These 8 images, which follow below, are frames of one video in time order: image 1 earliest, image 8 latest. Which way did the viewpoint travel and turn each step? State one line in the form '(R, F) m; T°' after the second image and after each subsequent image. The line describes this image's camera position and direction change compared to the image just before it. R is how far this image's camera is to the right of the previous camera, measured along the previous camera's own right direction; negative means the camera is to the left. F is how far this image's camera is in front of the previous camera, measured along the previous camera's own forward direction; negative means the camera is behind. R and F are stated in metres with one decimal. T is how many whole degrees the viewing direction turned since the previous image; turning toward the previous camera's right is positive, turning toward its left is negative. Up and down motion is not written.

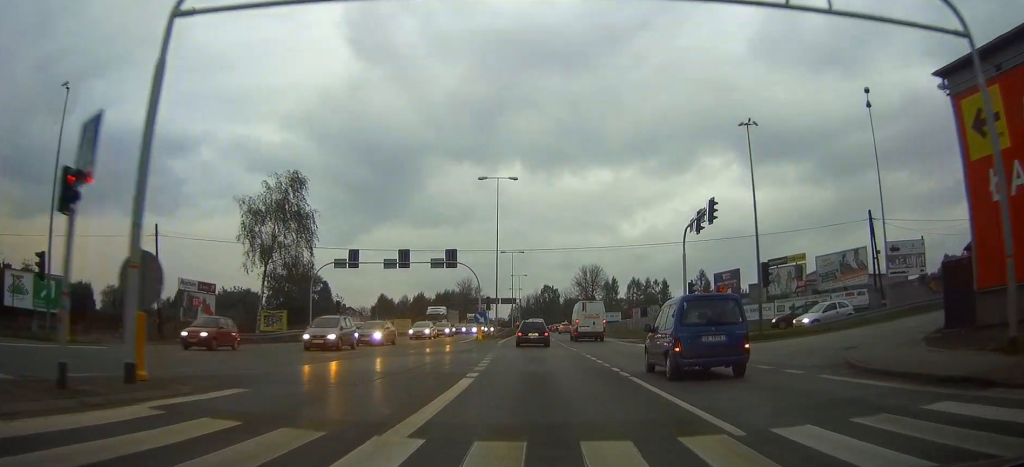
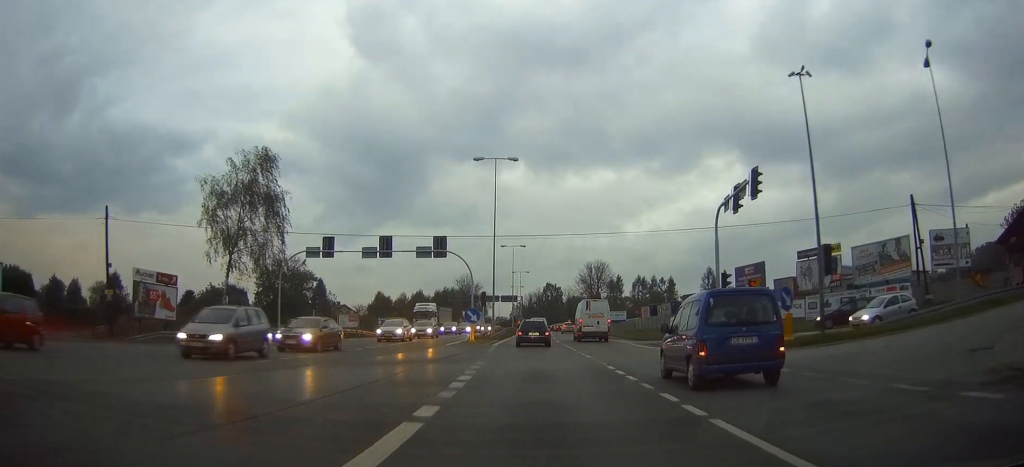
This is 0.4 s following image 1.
(0.0, +7.2) m; 0°
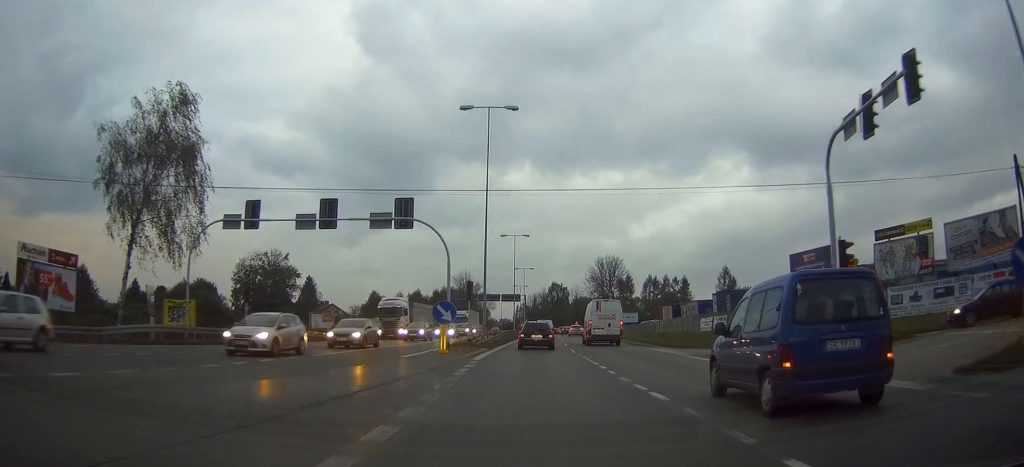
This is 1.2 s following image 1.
(-0.1, +13.6) m; 0°
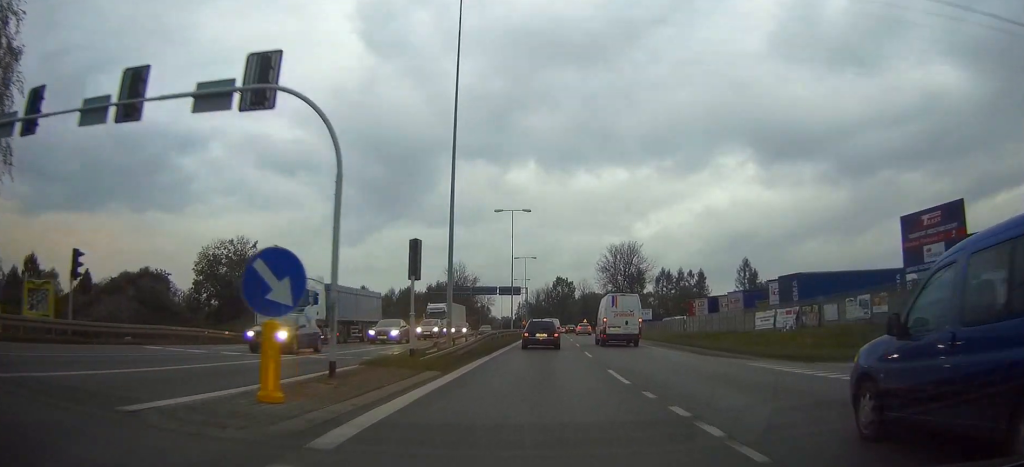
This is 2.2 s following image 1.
(-0.1, +17.0) m; 0°
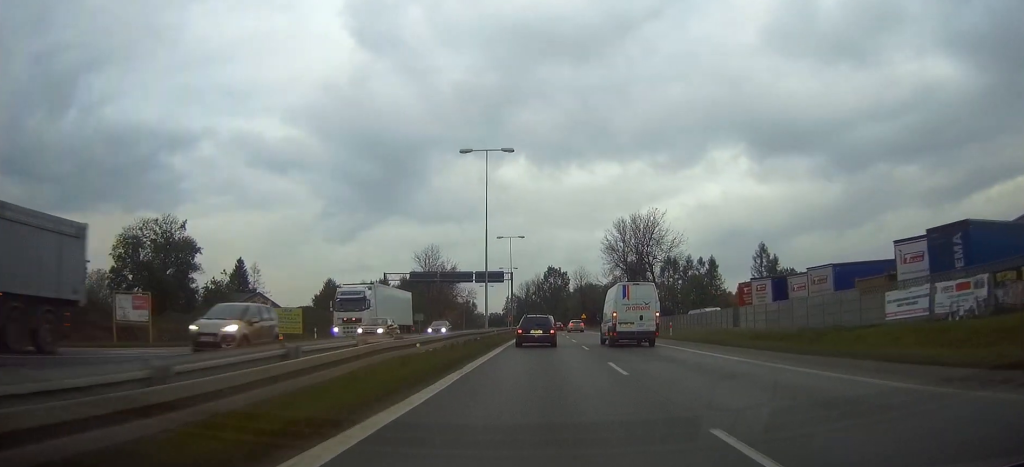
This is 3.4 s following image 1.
(+0.2, +22.3) m; +1°
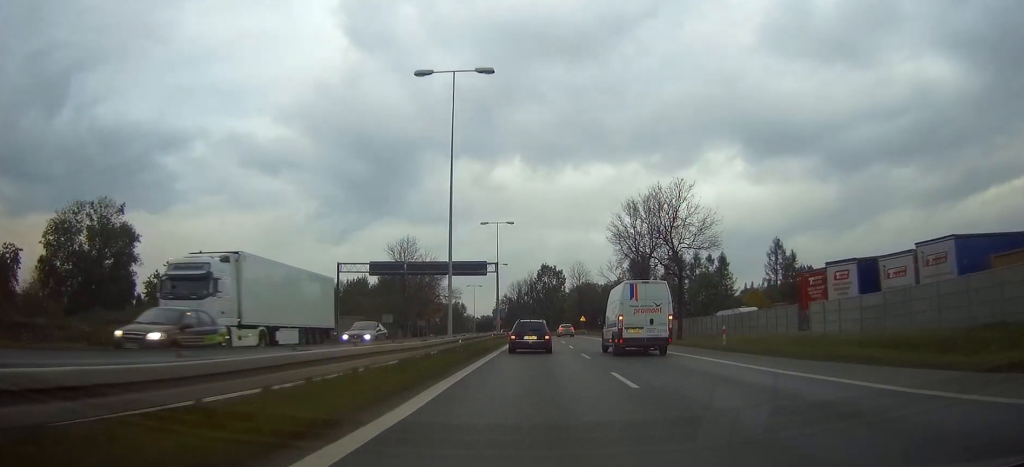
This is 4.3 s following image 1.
(0.0, +15.2) m; 0°
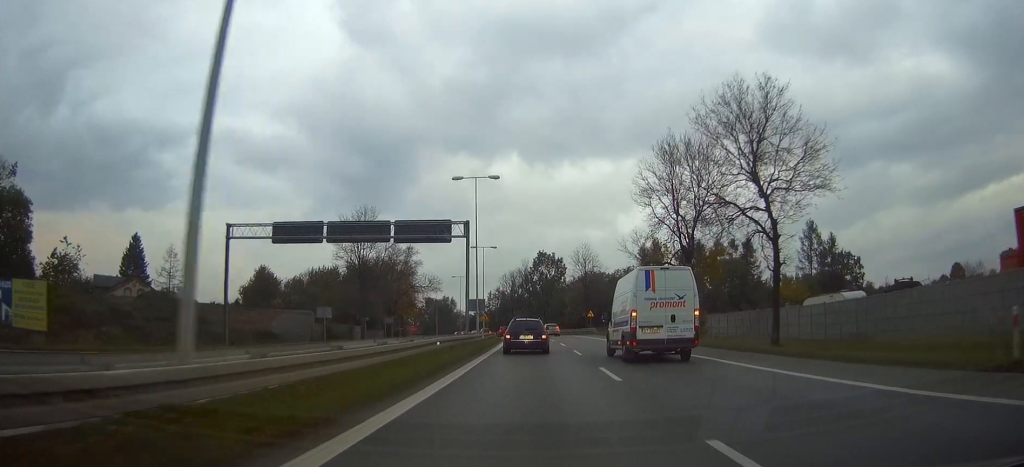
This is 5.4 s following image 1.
(0.0, +21.4) m; 0°
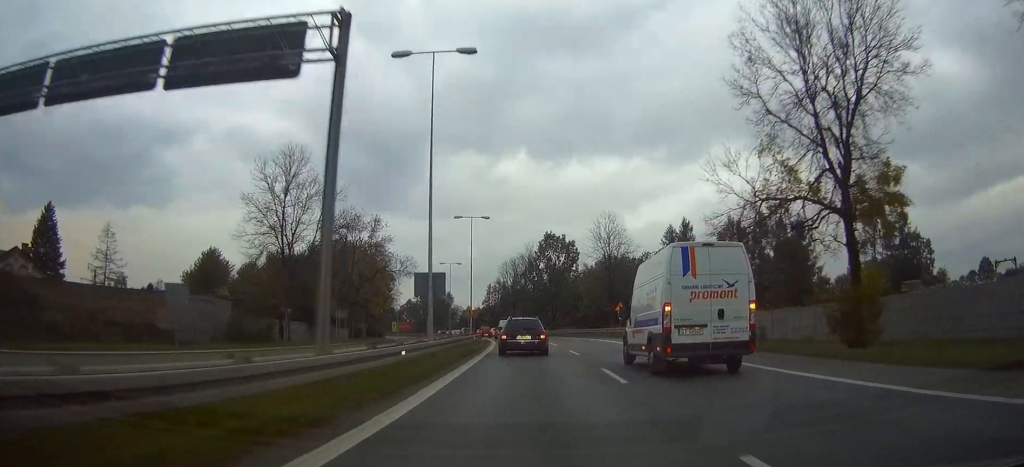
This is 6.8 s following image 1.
(0.0, +24.6) m; 0°
